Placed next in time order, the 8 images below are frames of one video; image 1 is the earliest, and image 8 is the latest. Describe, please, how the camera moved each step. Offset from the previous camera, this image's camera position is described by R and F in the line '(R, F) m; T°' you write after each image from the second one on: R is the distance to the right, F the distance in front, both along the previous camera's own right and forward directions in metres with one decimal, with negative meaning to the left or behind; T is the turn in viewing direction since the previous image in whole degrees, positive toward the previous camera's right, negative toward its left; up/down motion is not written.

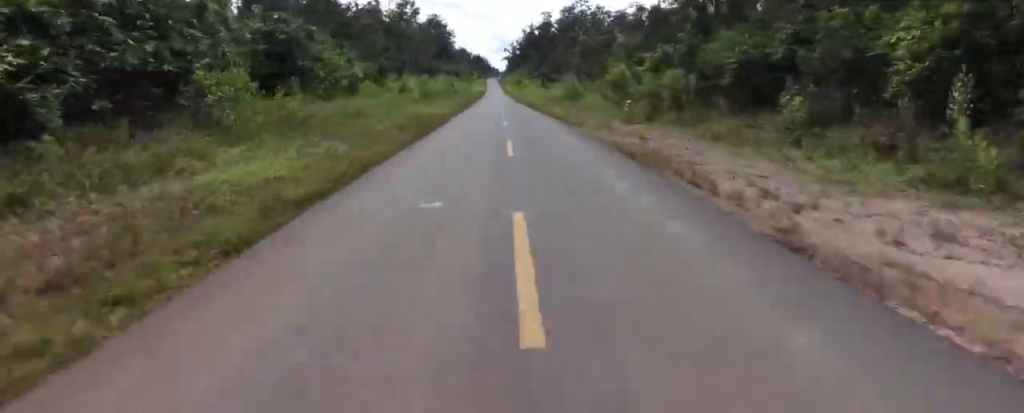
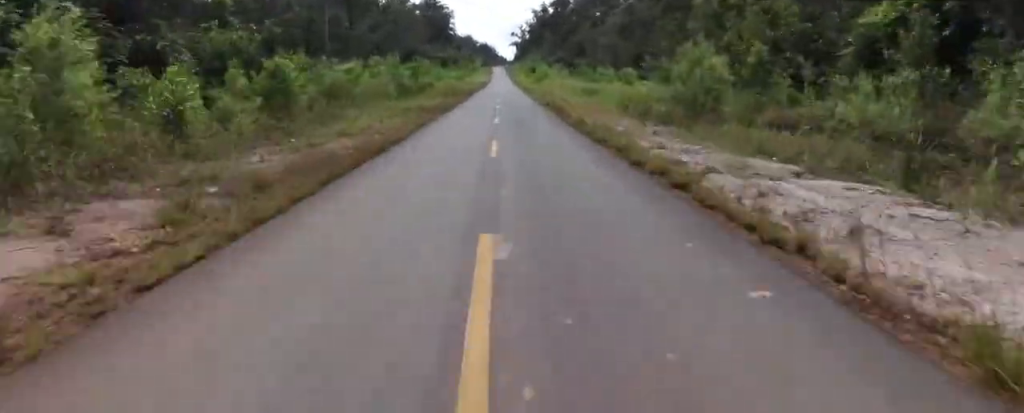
(-1.1, +41.6) m; +1°
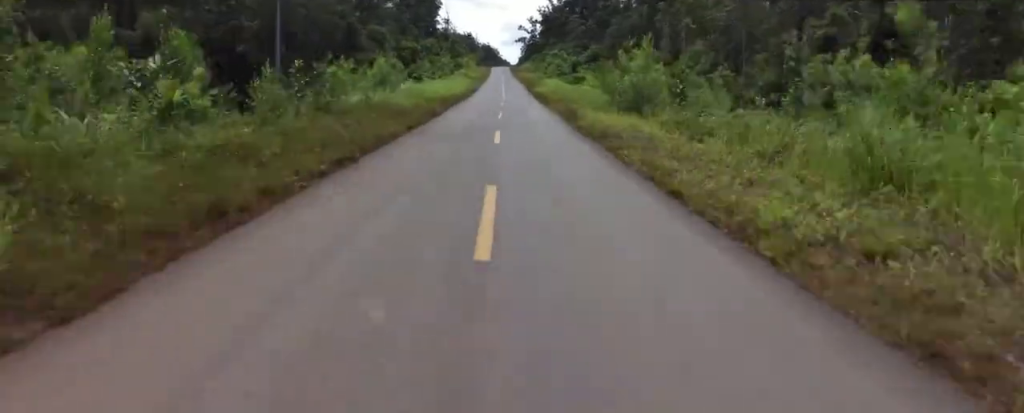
(0.0, +63.8) m; -1°
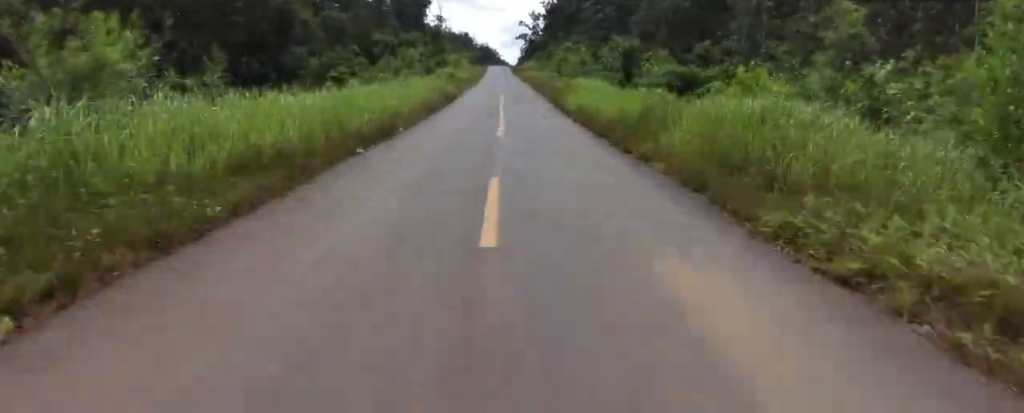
(+0.3, +25.7) m; 0°
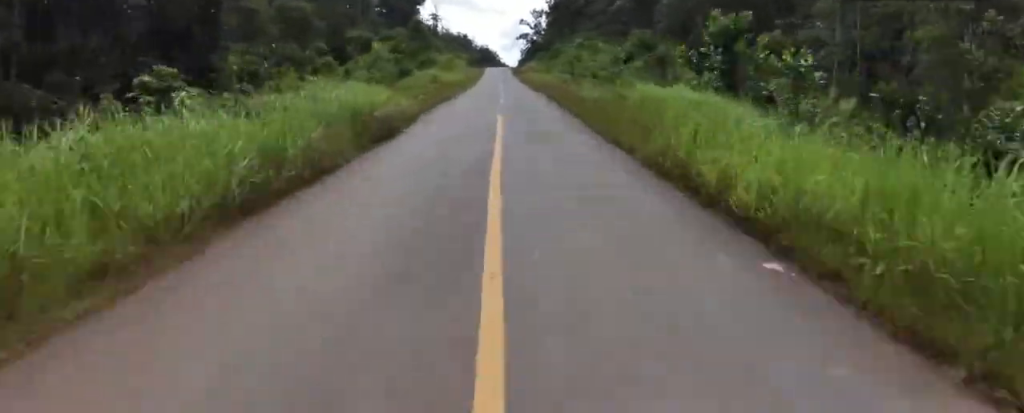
(+0.6, +14.2) m; 0°
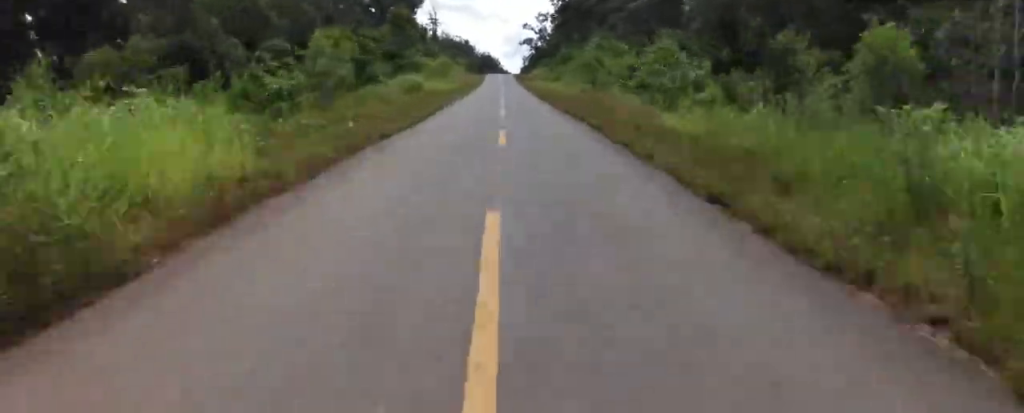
(-0.6, +12.1) m; 0°
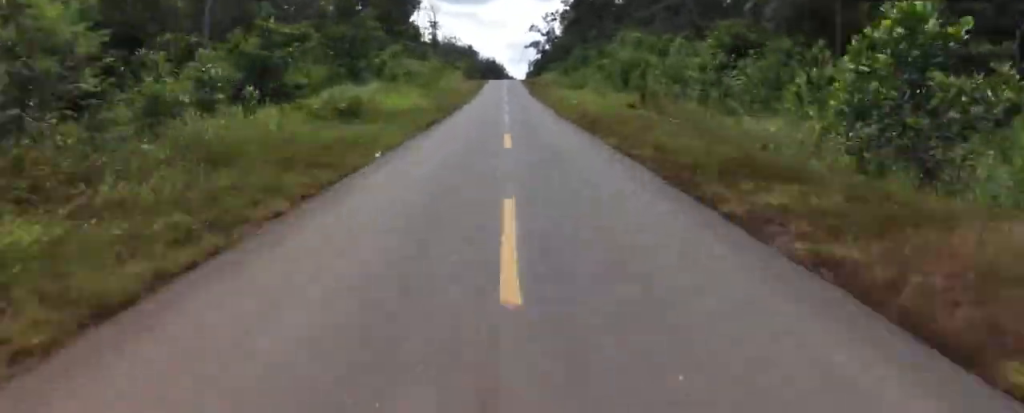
(-0.7, +15.9) m; 0°
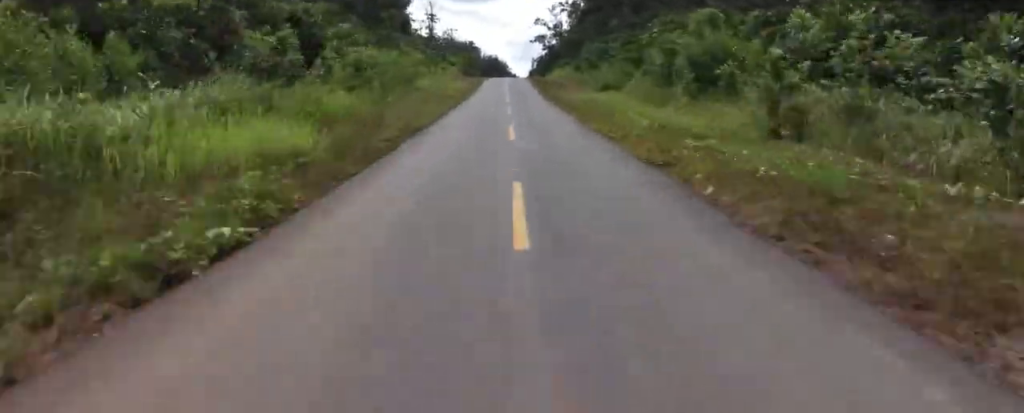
(+0.8, +15.5) m; 0°
